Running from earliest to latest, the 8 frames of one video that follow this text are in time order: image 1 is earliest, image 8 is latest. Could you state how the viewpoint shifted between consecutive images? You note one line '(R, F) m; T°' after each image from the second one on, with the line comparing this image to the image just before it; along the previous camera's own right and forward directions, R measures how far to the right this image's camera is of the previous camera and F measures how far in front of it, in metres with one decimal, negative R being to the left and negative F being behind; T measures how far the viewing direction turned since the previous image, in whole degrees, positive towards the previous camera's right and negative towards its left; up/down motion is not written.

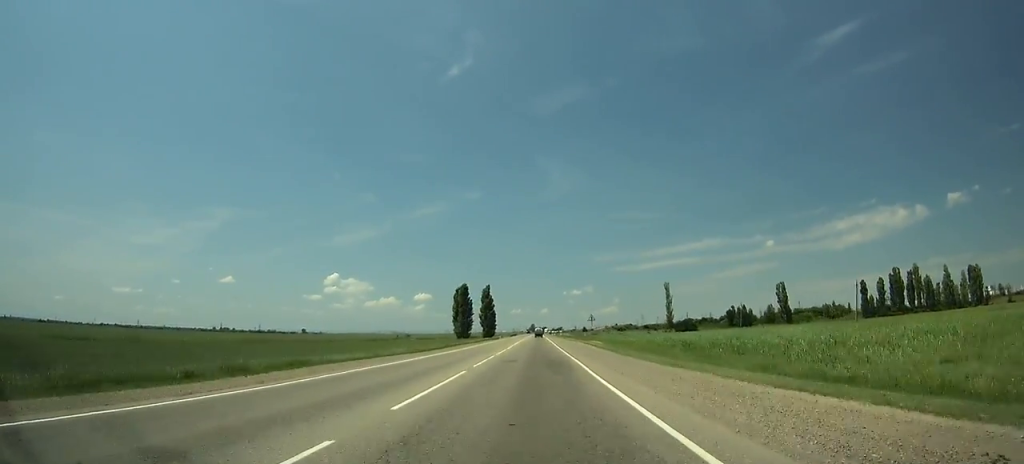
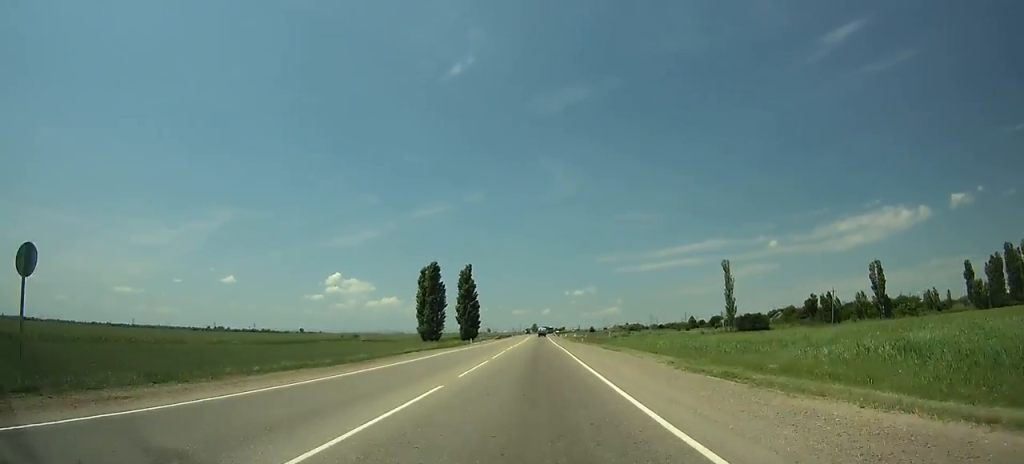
(+0.3, +63.7) m; 0°
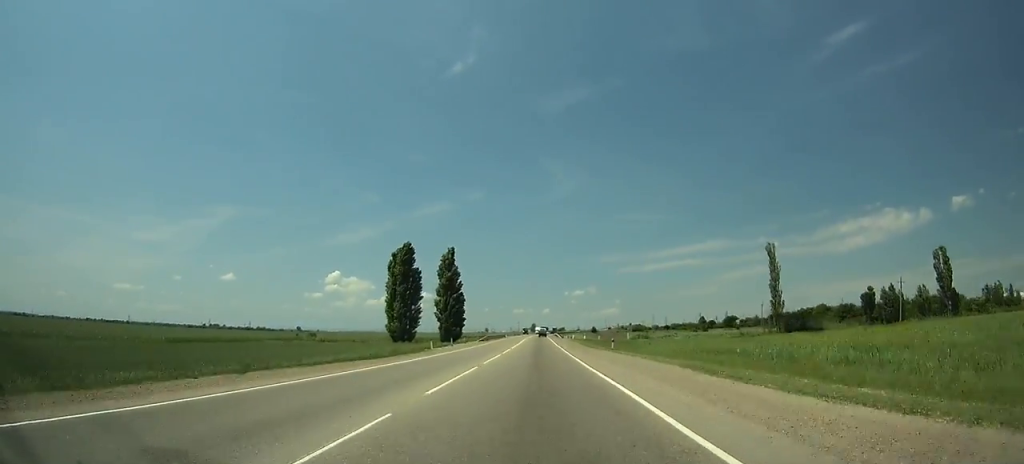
(-0.1, +29.6) m; 0°
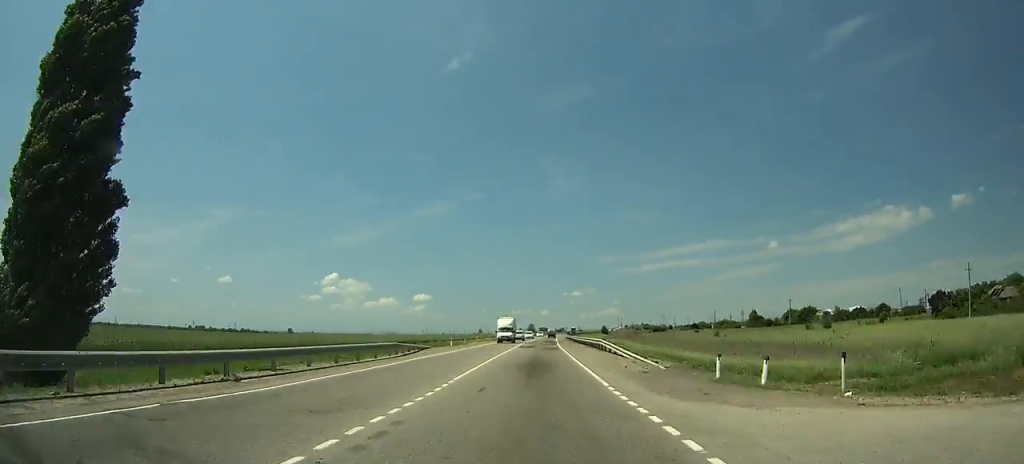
(-0.2, +98.4) m; 0°
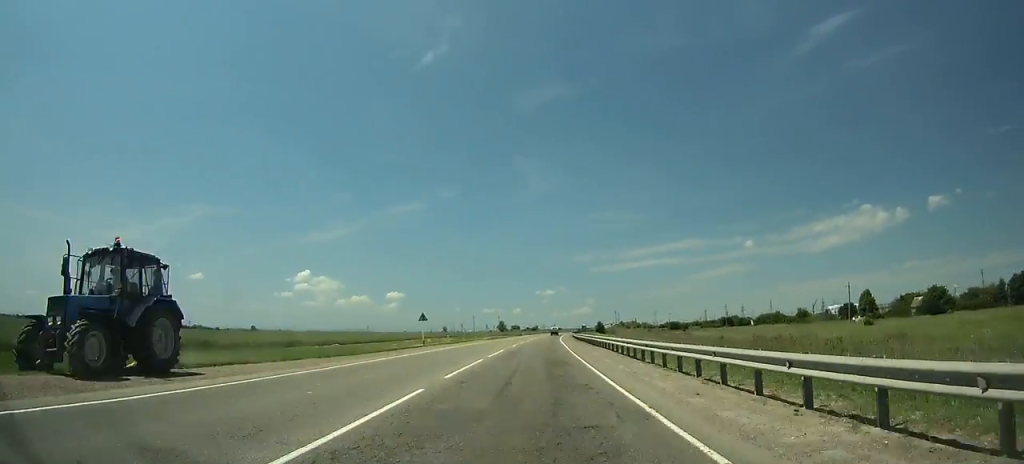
(+2.0, +126.8) m; +2°
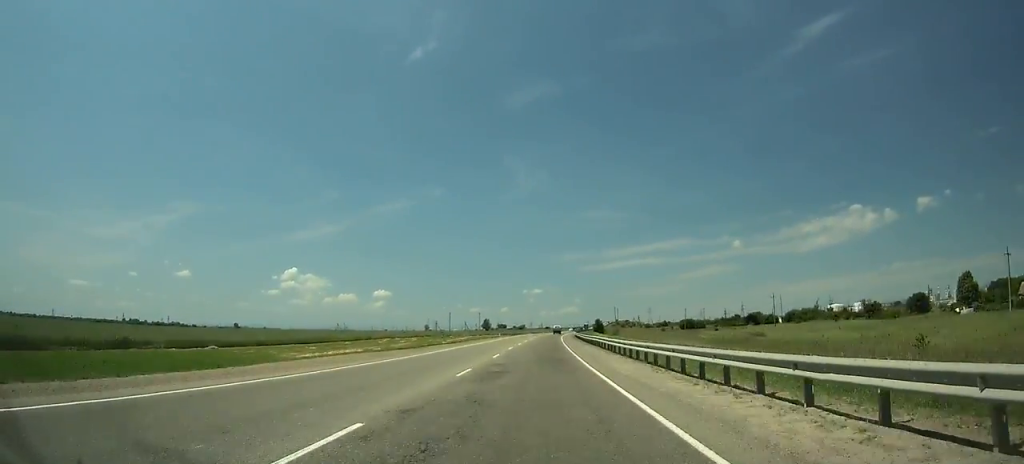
(+0.7, +51.1) m; +1°
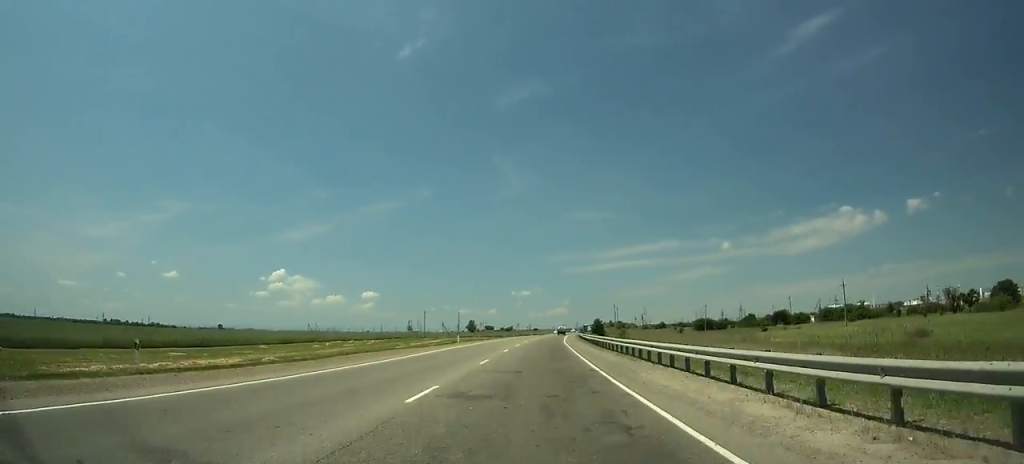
(+0.3, +42.0) m; +1°
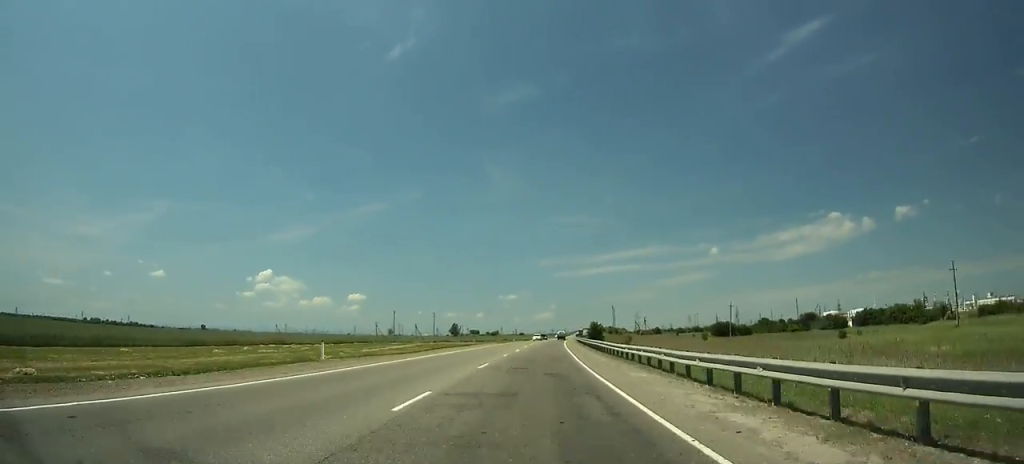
(+0.5, +37.5) m; +1°
